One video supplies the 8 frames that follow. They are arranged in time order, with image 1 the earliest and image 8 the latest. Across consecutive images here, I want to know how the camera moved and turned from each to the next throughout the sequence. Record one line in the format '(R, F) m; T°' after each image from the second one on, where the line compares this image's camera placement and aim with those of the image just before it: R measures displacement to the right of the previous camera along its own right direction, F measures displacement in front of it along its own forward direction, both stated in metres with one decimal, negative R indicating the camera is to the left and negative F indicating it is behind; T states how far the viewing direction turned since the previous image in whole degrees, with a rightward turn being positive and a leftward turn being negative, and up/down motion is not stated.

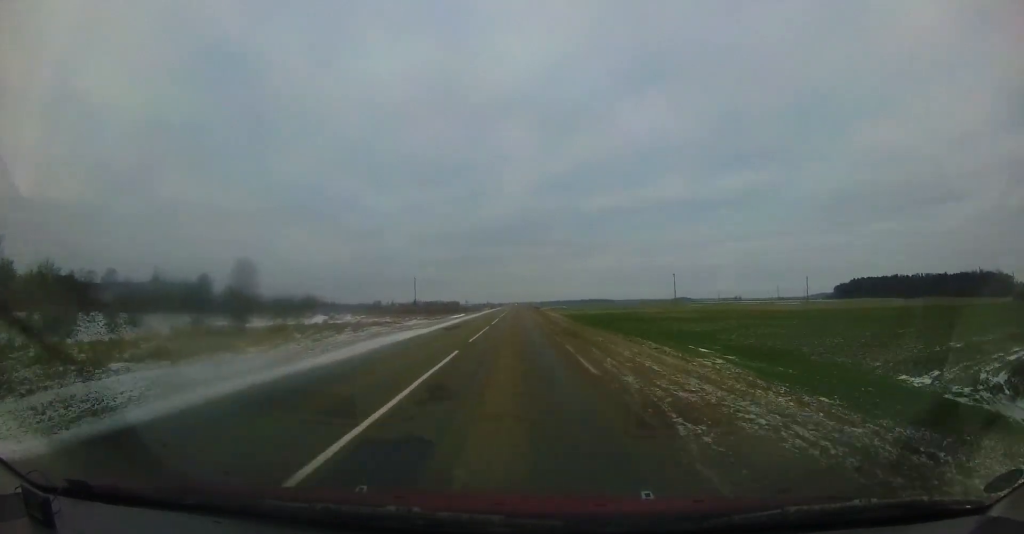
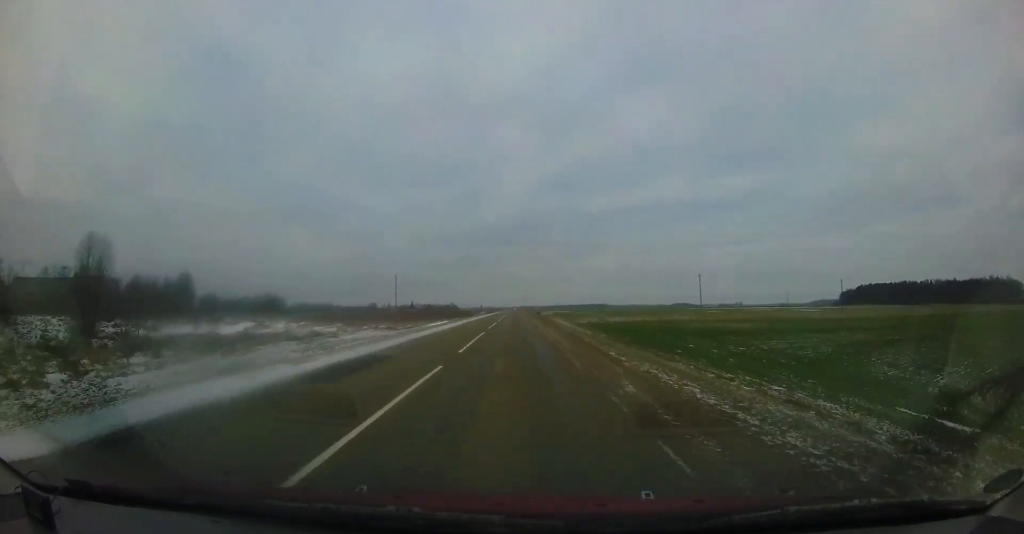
(0.0, +14.0) m; 0°
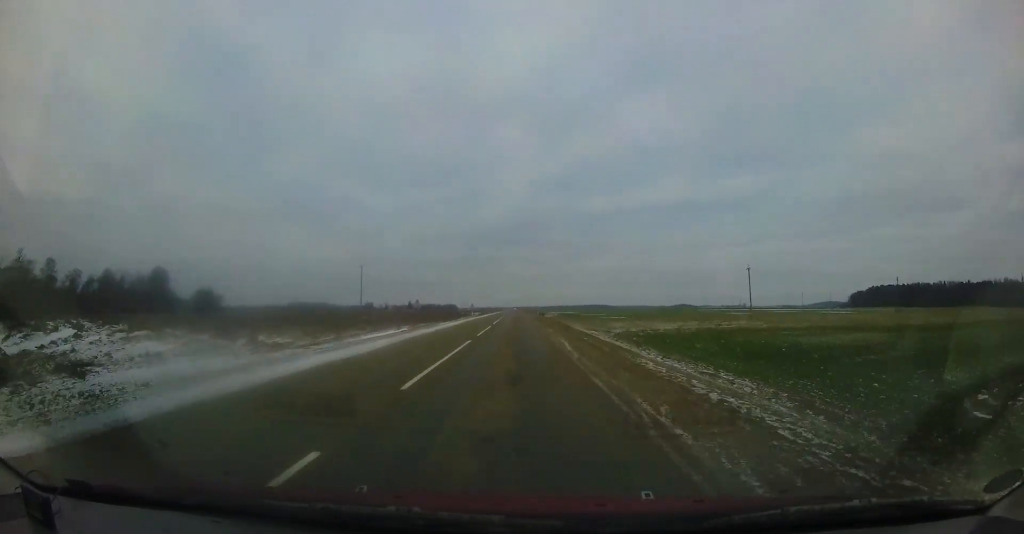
(0.0, +18.1) m; 0°
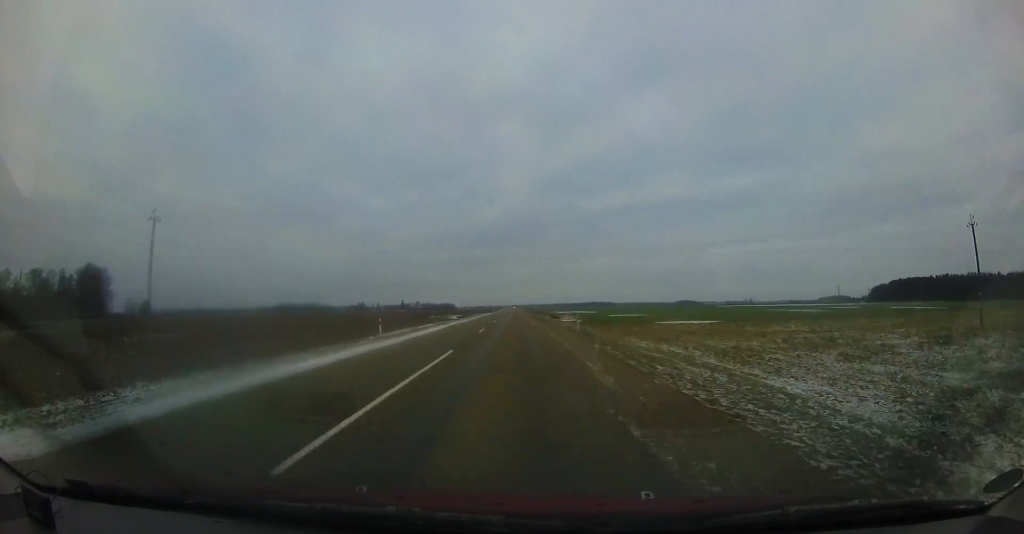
(+0.4, +39.9) m; +2°
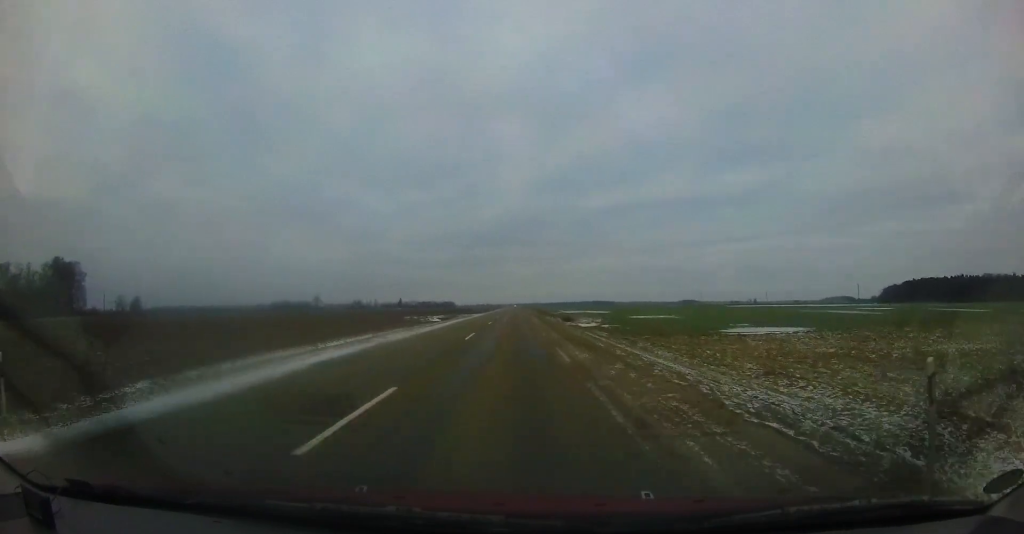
(+0.3, +17.8) m; +1°
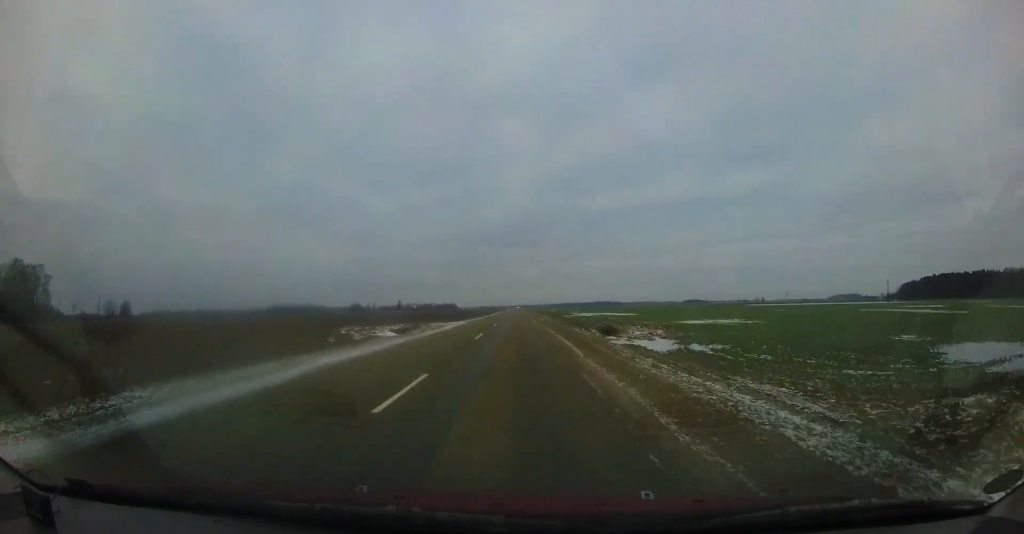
(-0.2, +22.5) m; -2°
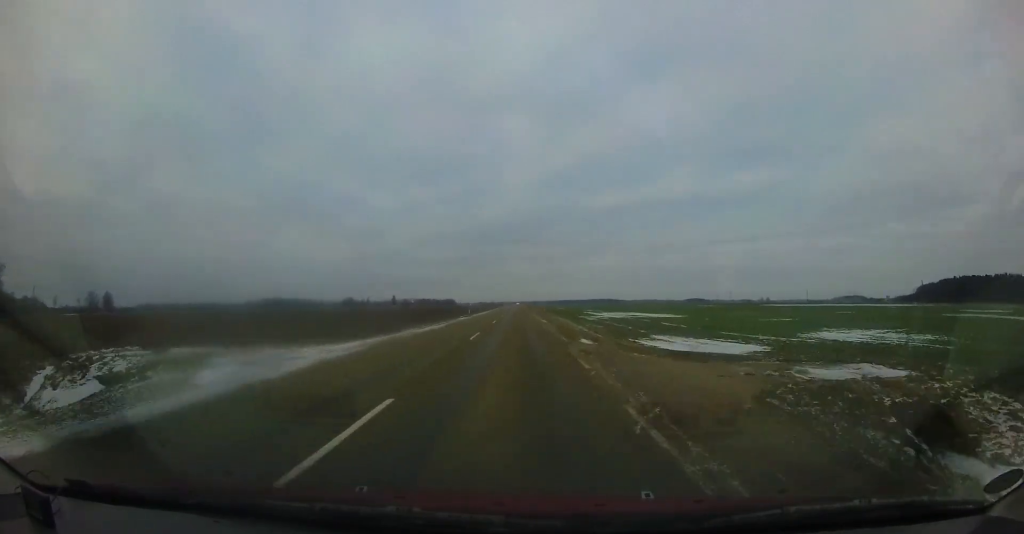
(-0.7, +26.5) m; -2°
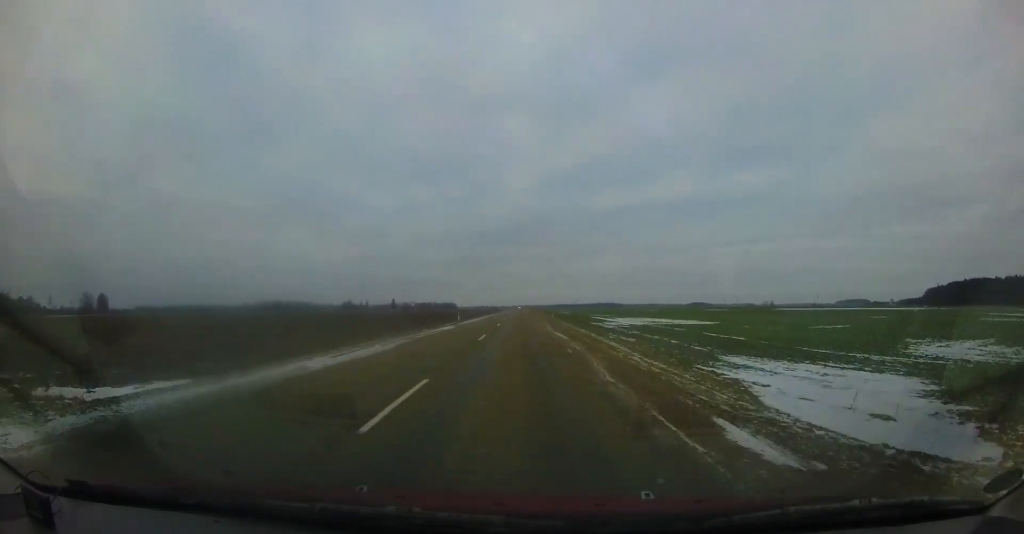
(0.0, +10.2) m; 0°
